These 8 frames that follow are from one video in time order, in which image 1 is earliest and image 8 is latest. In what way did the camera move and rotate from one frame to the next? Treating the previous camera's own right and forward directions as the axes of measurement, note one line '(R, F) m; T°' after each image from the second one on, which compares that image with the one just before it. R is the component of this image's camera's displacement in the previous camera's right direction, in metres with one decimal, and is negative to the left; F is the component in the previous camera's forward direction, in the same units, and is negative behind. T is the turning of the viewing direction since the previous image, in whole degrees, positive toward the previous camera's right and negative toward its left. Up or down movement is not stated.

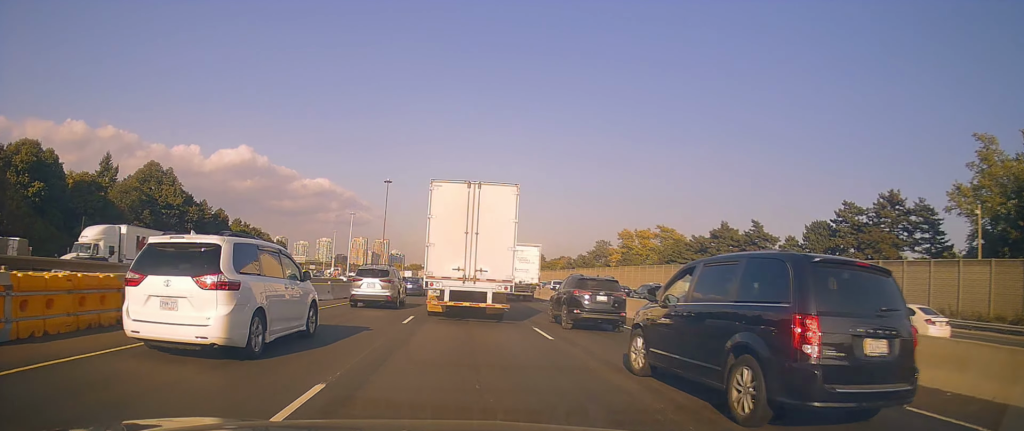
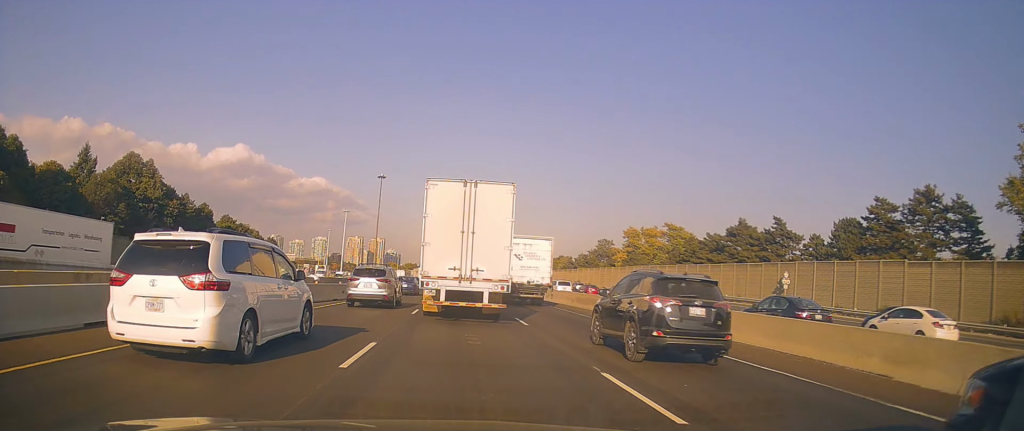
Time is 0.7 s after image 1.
(0.0, +8.1) m; +1°
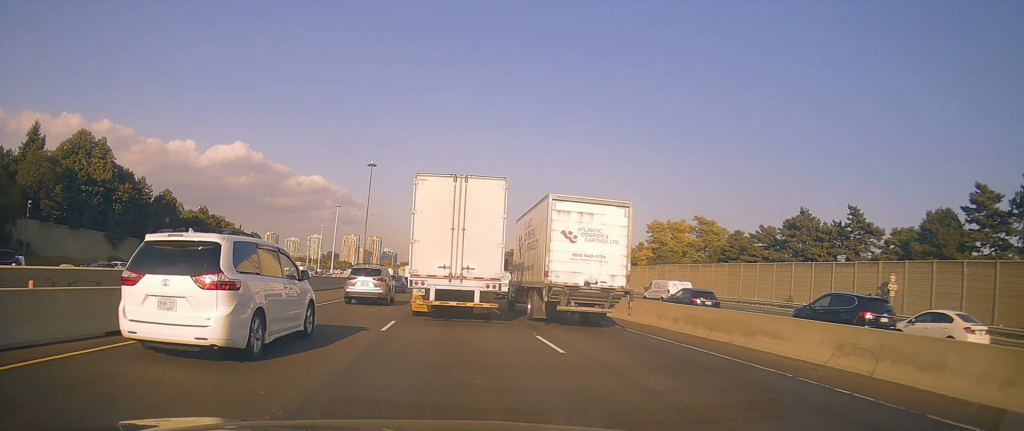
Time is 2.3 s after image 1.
(+0.8, +19.1) m; +1°
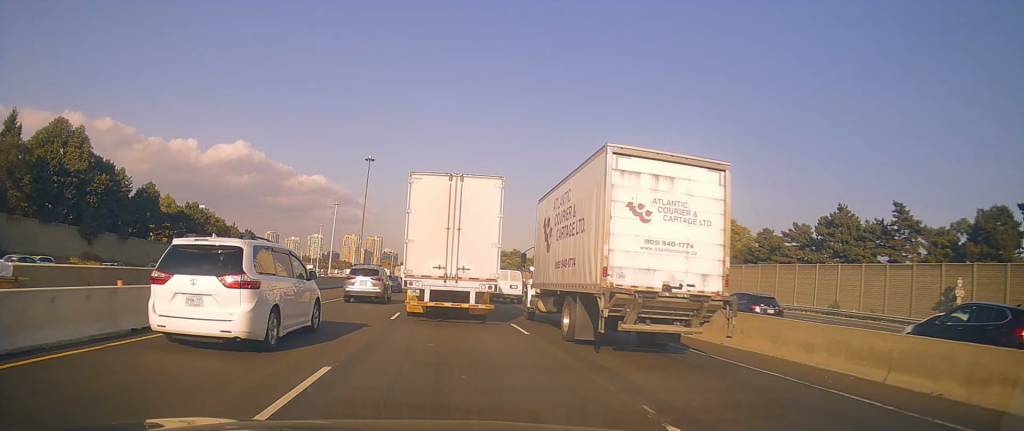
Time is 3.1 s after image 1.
(-0.5, +8.6) m; 0°
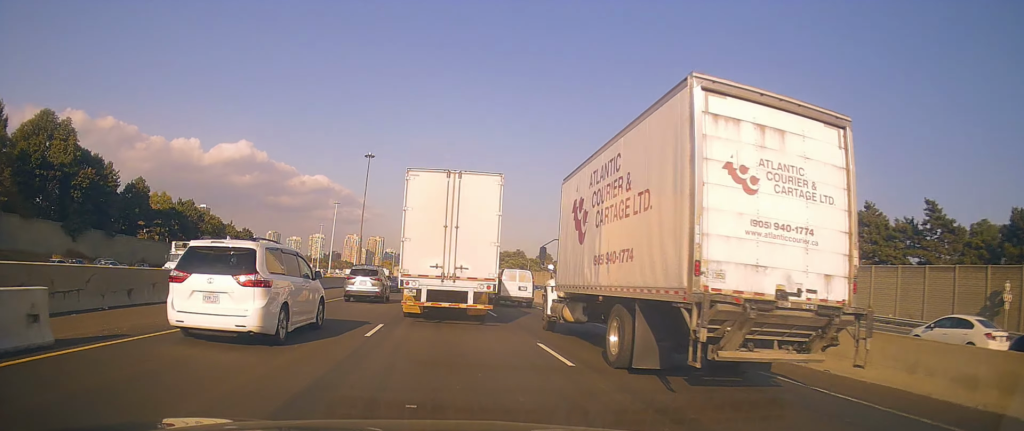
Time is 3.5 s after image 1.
(+0.1, +5.1) m; 0°
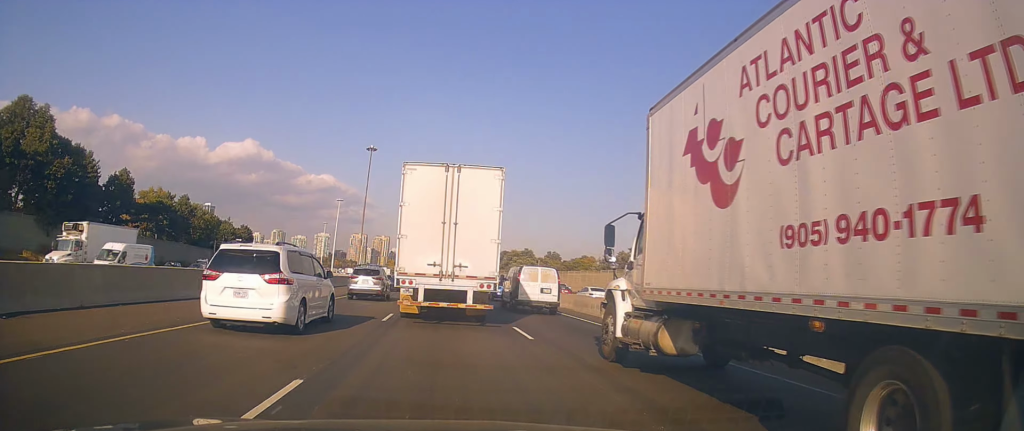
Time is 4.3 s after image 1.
(+0.4, +8.2) m; -1°
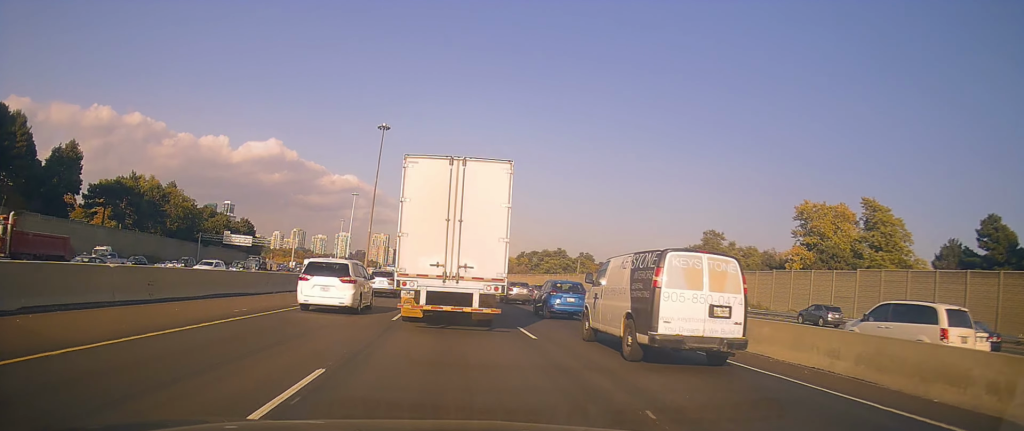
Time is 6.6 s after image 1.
(-1.8, +23.8) m; -4°
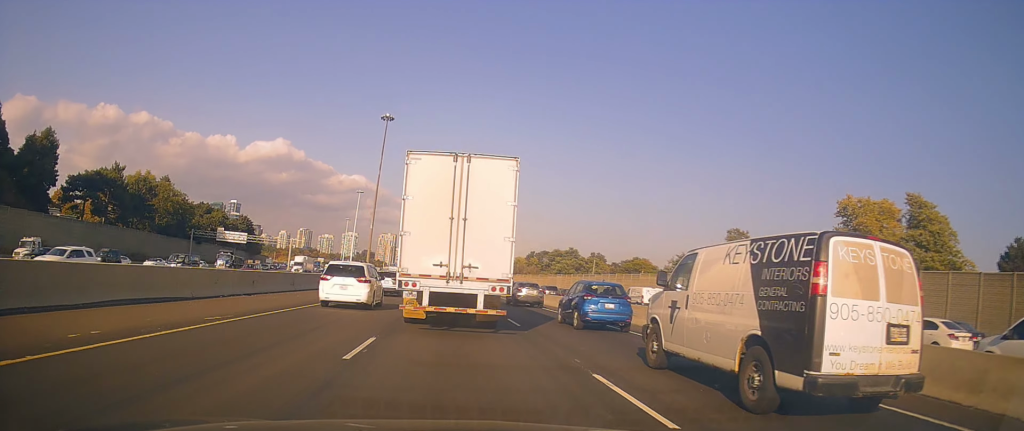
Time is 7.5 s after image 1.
(0.0, +8.2) m; +1°
